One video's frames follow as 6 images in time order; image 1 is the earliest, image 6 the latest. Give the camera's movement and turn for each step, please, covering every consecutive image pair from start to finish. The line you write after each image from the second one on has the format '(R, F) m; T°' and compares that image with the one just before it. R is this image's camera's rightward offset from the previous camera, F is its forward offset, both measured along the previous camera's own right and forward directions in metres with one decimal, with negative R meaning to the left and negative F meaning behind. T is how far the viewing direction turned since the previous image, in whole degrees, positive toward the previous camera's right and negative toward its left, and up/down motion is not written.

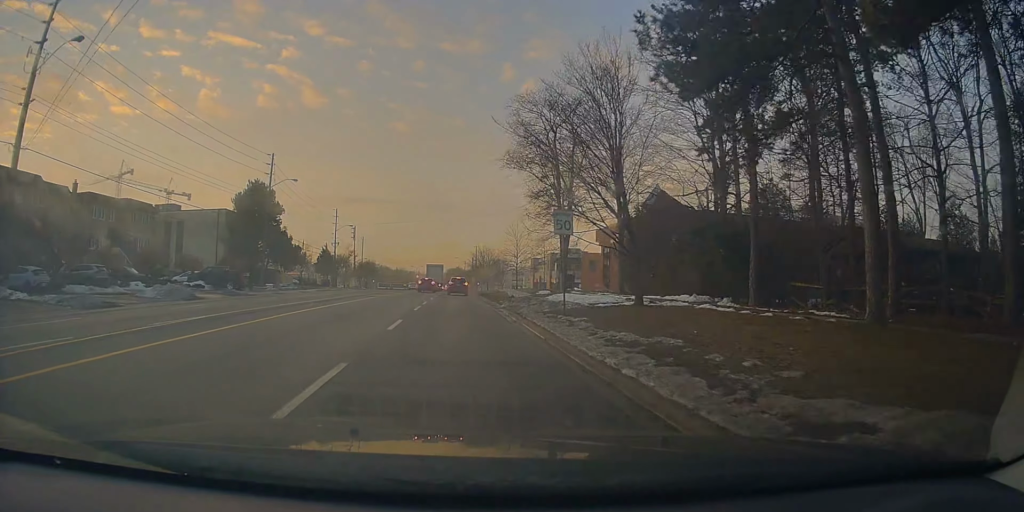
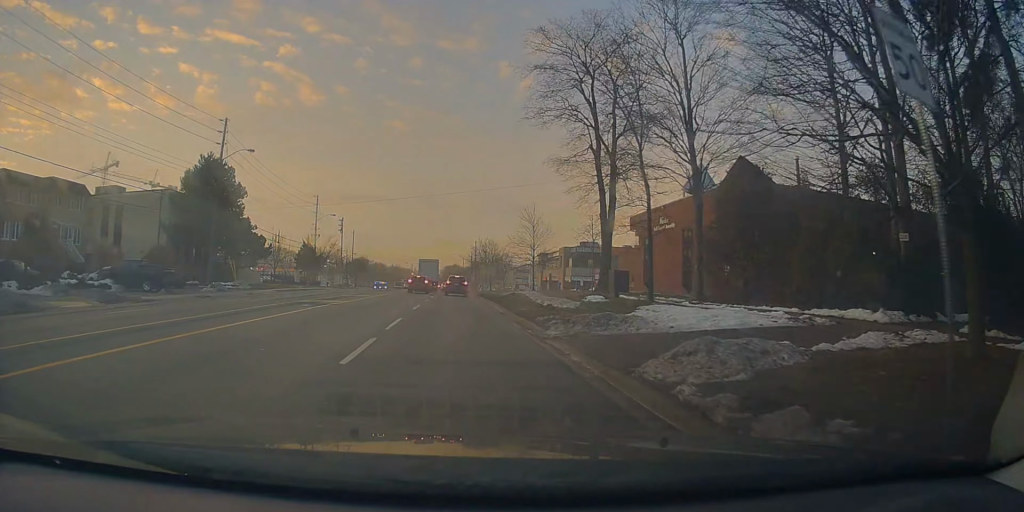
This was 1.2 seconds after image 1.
(+1.1, +13.3) m; +5°
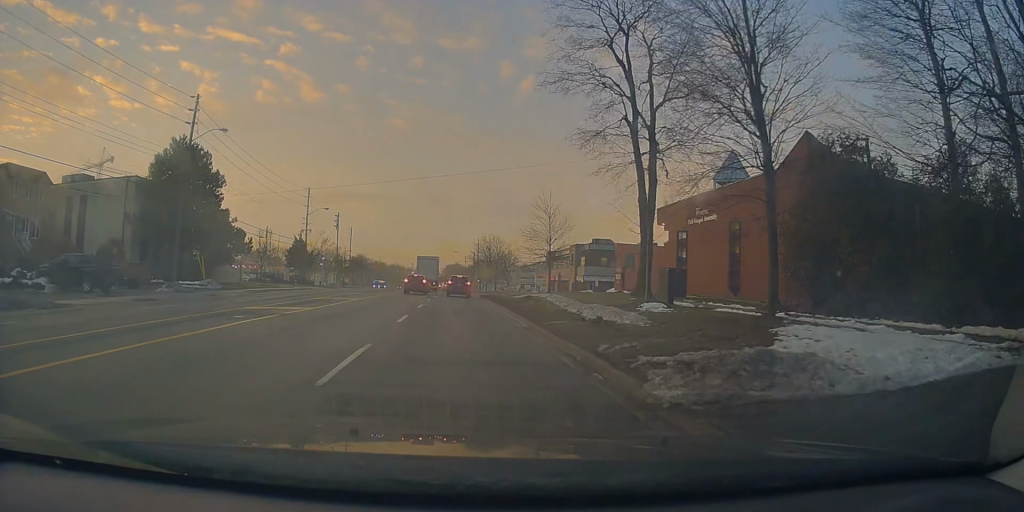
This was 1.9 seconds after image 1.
(+0.3, +7.0) m; -2°
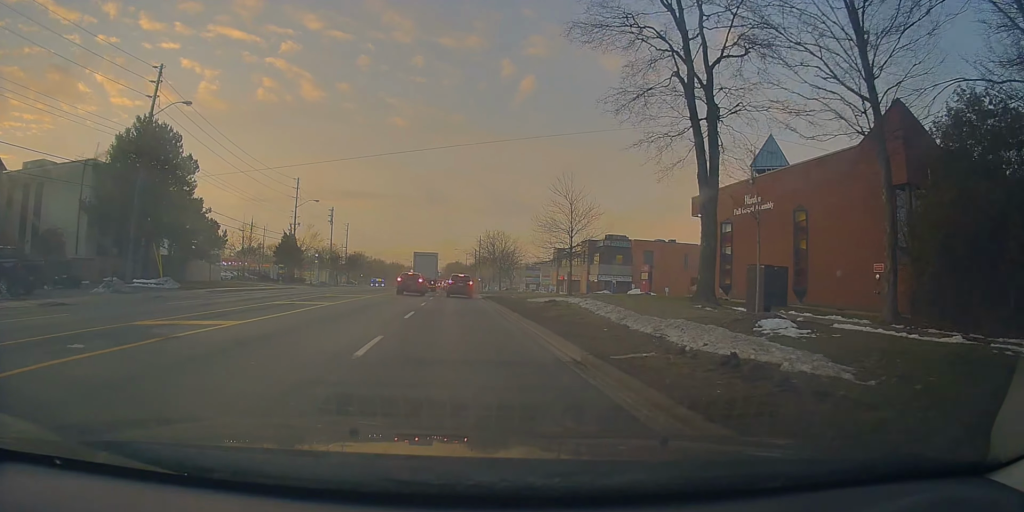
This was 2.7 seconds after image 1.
(-0.5, +7.1) m; -2°
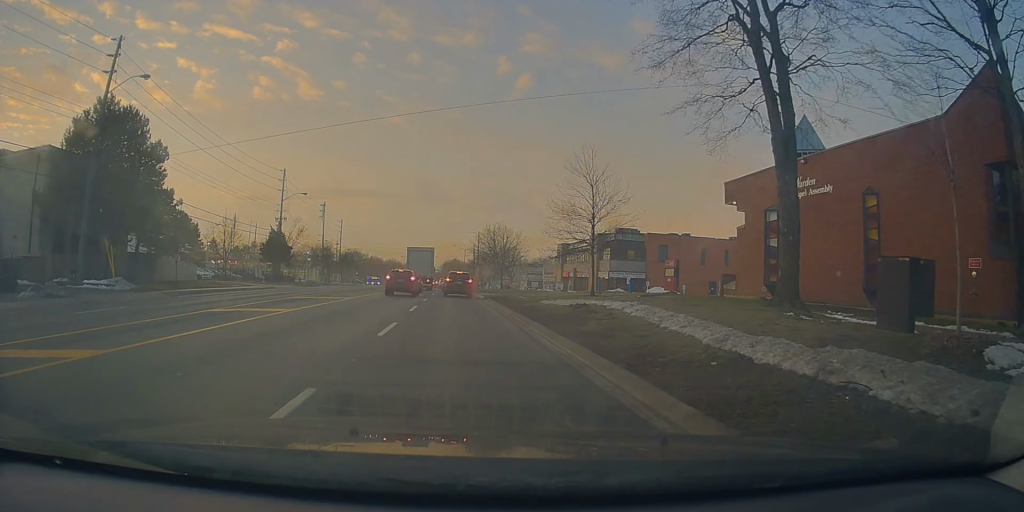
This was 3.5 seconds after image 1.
(0.0, +6.0) m; 0°
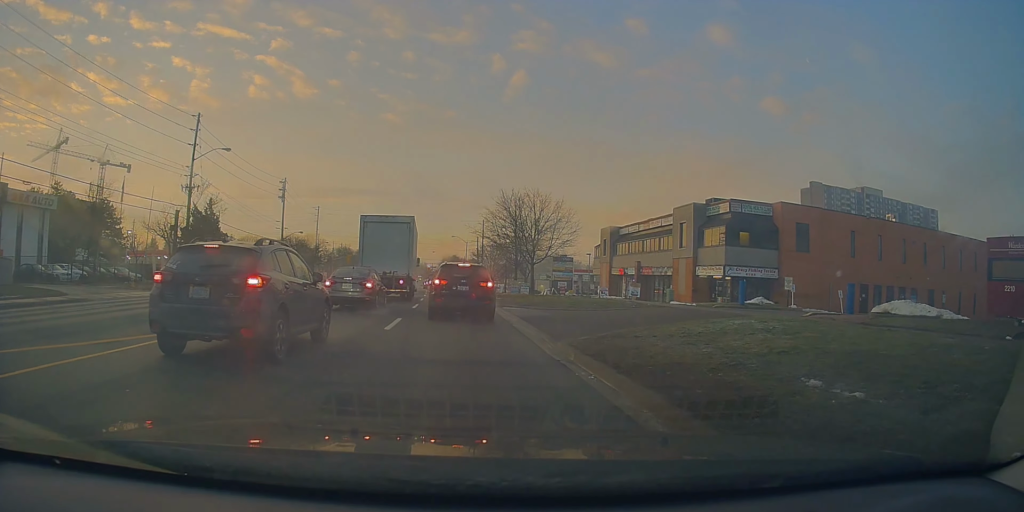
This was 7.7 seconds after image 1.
(+1.0, +26.4) m; -4°
